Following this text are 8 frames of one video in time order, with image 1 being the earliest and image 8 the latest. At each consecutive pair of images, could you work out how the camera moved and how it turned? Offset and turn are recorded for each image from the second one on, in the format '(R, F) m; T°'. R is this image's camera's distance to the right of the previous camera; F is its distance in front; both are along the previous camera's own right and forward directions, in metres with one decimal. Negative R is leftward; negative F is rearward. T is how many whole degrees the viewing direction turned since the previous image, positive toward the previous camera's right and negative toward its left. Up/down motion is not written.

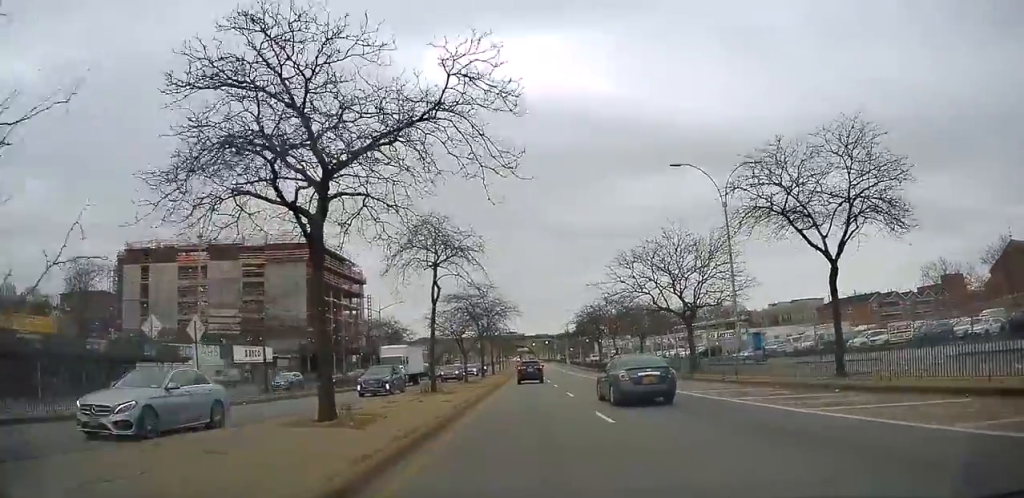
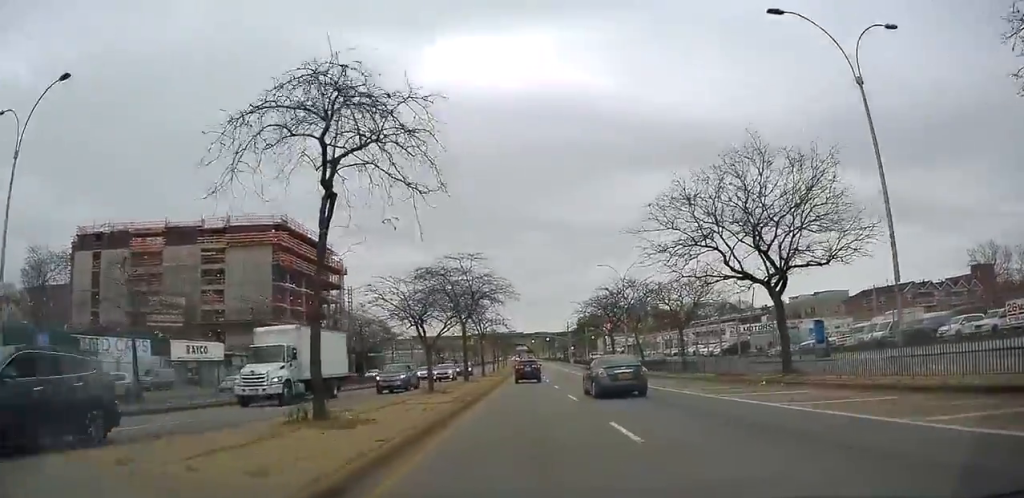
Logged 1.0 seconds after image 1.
(-0.8, +13.5) m; 0°
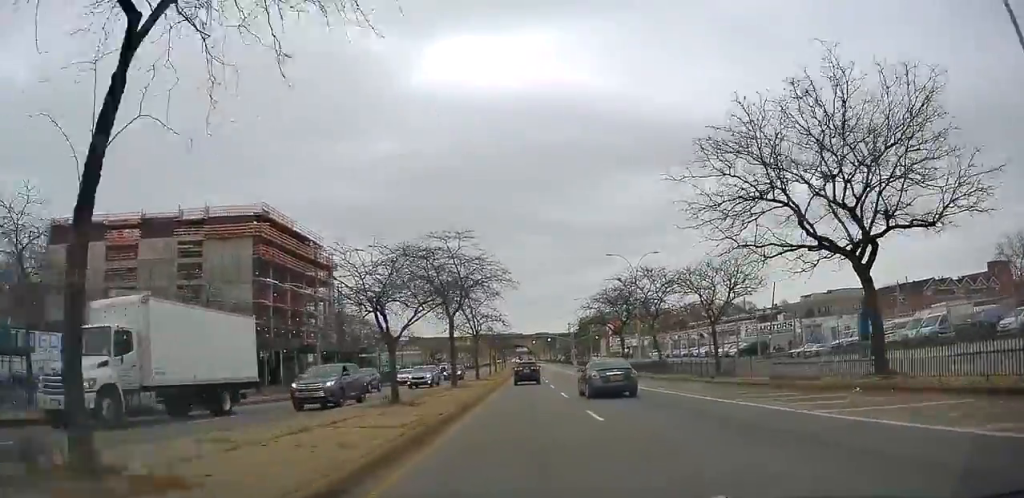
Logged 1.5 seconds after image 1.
(+0.2, +6.8) m; +1°
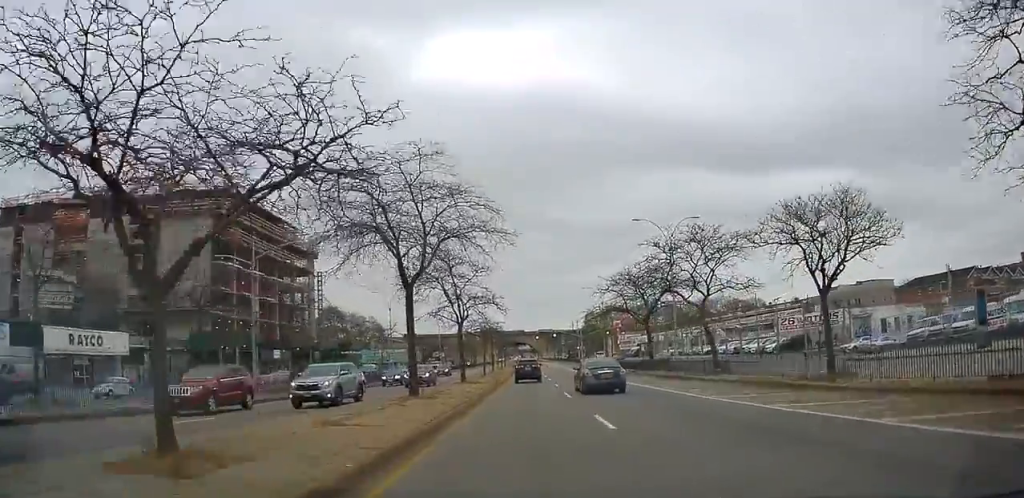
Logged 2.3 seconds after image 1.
(+0.3, +12.3) m; 0°
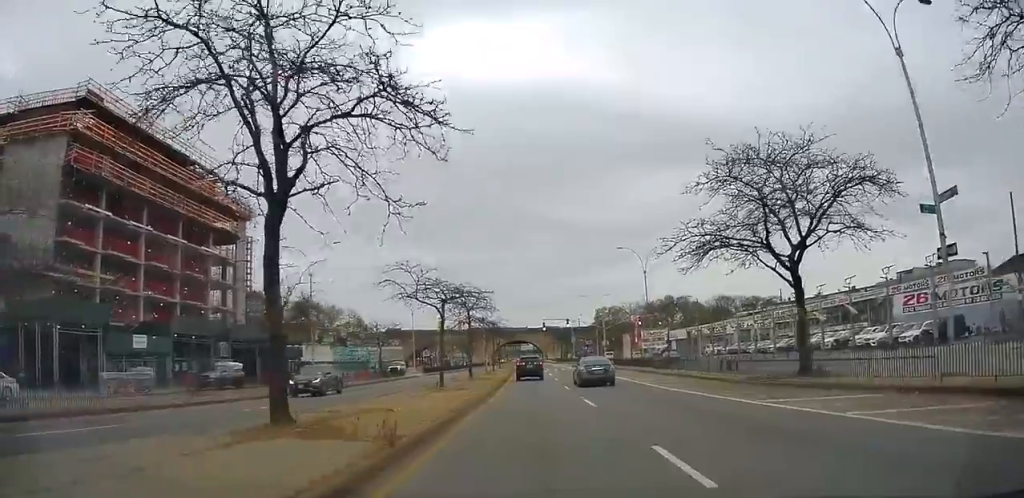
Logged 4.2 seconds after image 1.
(-0.8, +27.7) m; -2°
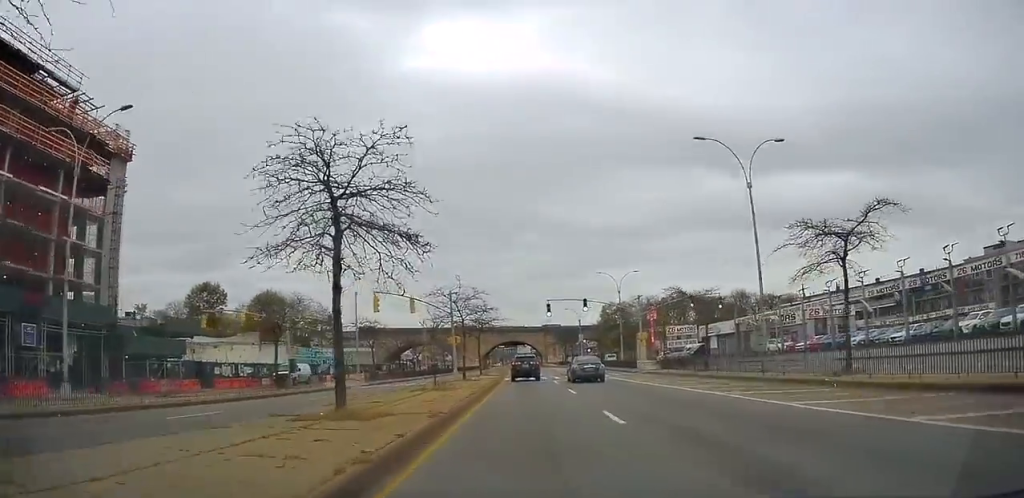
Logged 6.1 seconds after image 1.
(0.0, +26.2) m; -2°
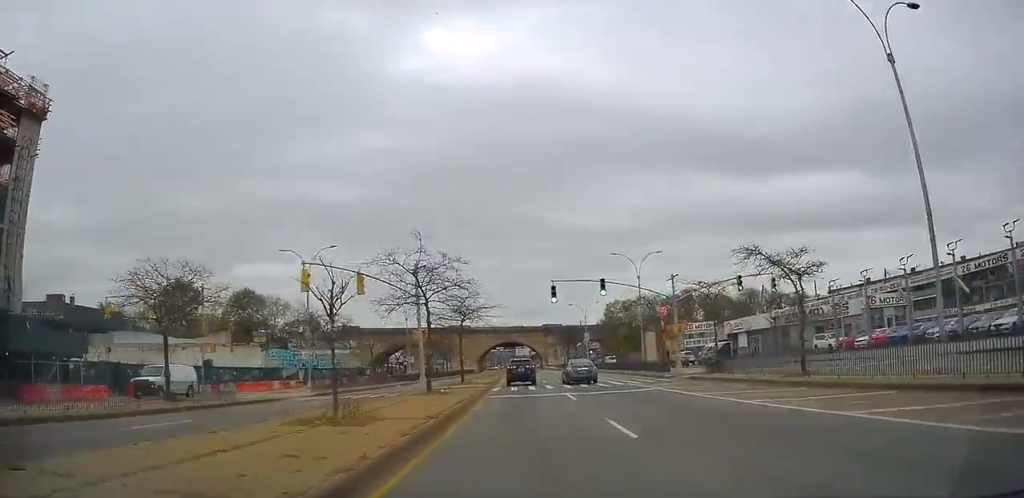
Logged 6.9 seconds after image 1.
(-0.4, +12.5) m; 0°
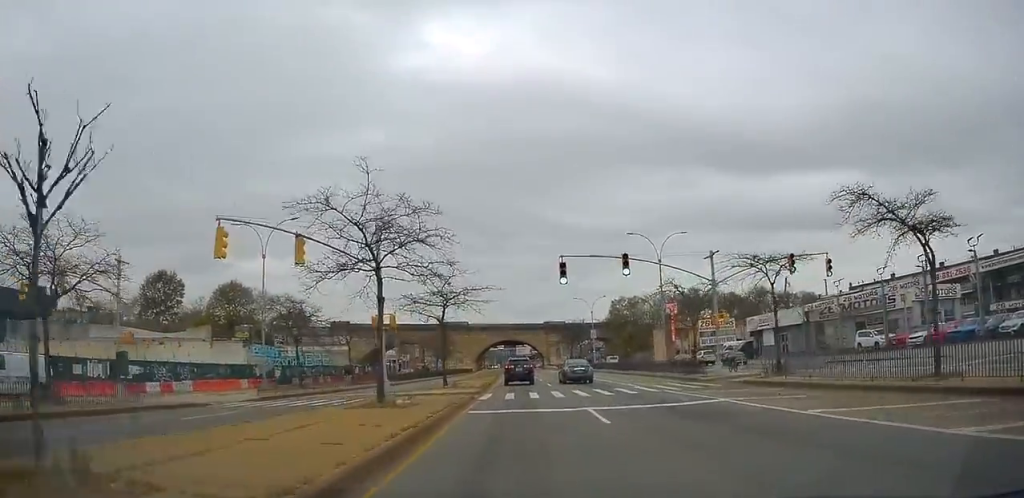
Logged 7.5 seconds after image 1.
(+0.1, +8.1) m; +1°
